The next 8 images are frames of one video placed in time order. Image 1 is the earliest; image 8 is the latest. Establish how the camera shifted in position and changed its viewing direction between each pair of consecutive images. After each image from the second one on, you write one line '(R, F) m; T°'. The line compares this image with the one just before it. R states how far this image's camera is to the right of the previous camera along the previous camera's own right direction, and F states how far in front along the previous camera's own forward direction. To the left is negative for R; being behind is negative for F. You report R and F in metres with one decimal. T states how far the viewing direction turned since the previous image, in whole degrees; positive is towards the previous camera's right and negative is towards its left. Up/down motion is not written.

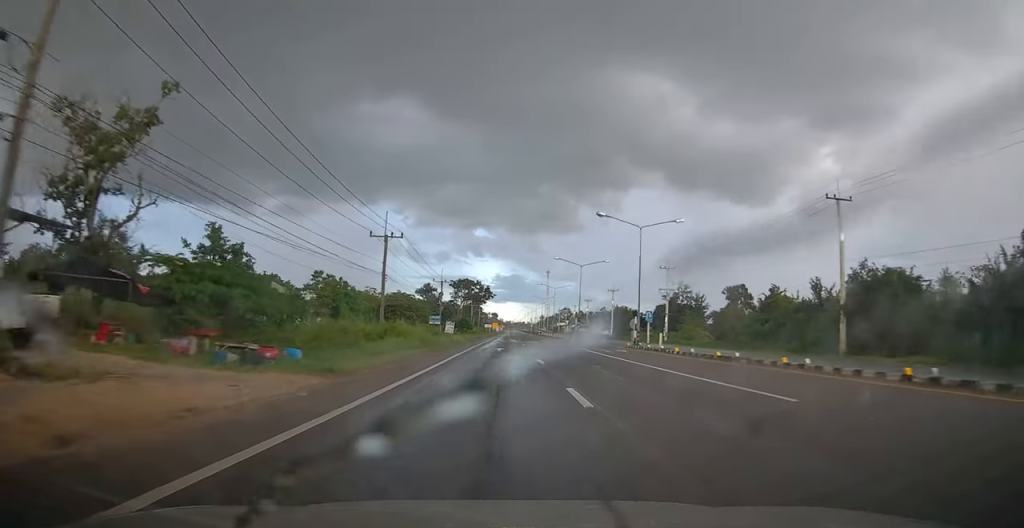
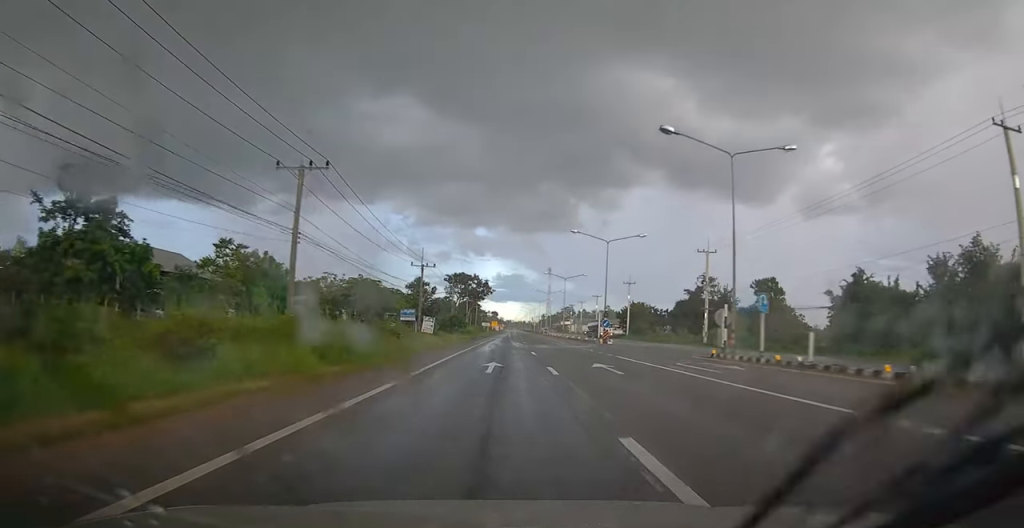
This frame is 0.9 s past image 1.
(+0.4, +17.8) m; 0°
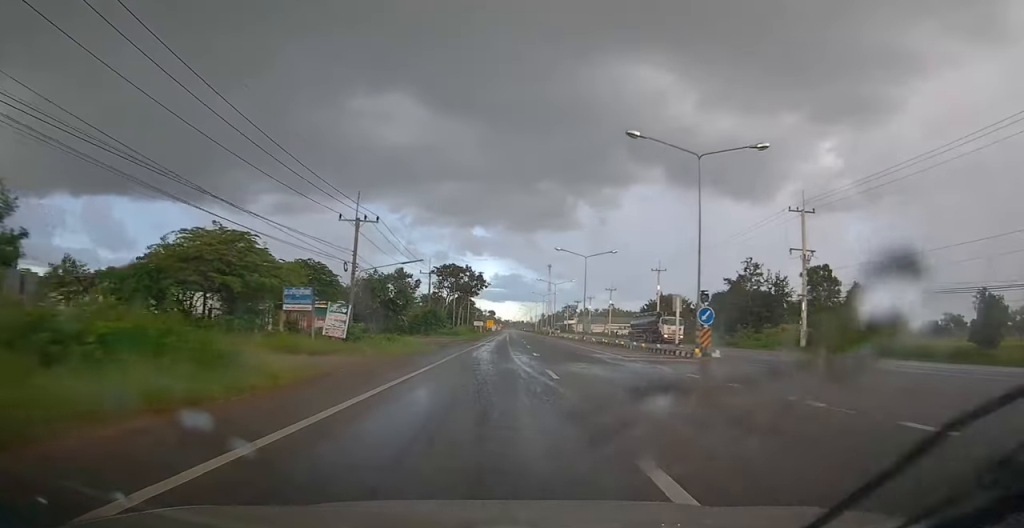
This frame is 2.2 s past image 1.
(-0.4, +24.9) m; -1°
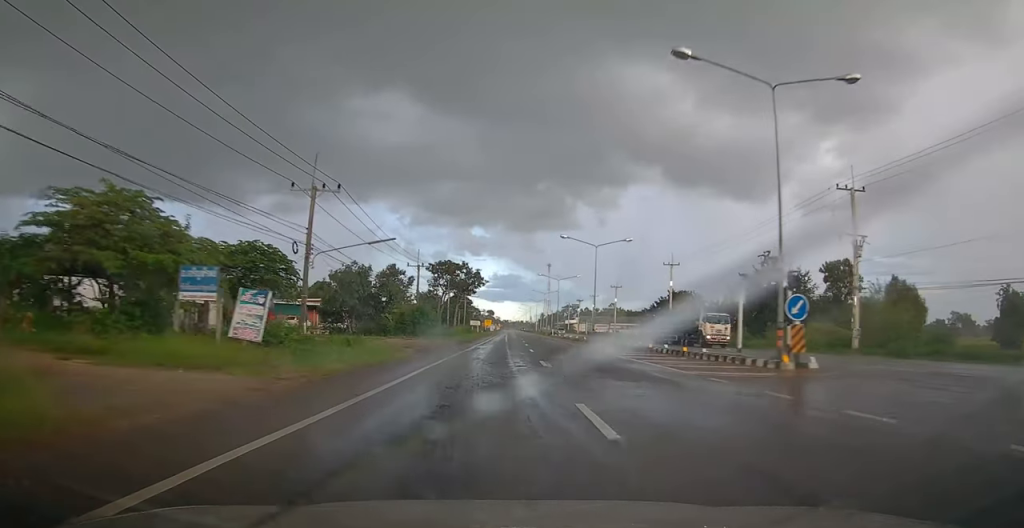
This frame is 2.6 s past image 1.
(0.0, +7.9) m; 0°
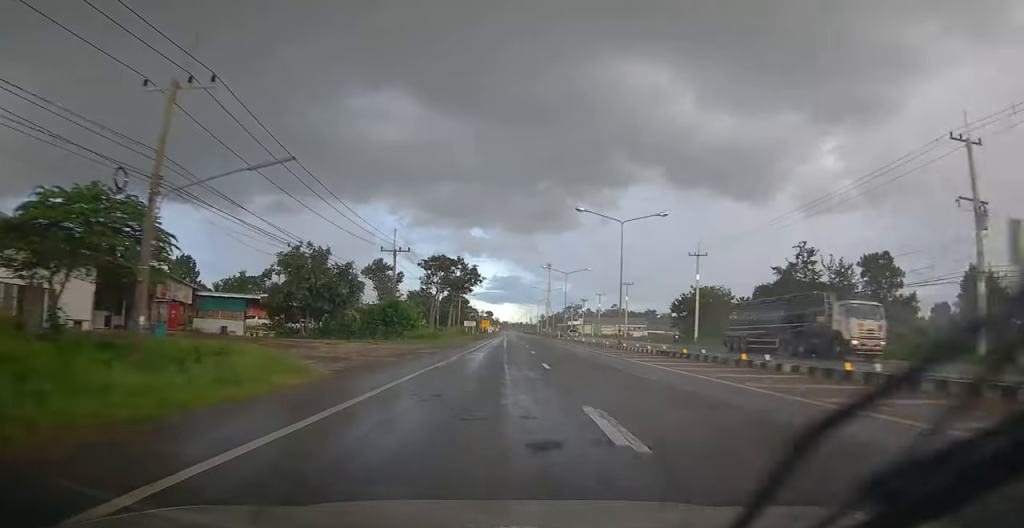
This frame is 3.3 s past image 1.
(0.0, +12.3) m; 0°
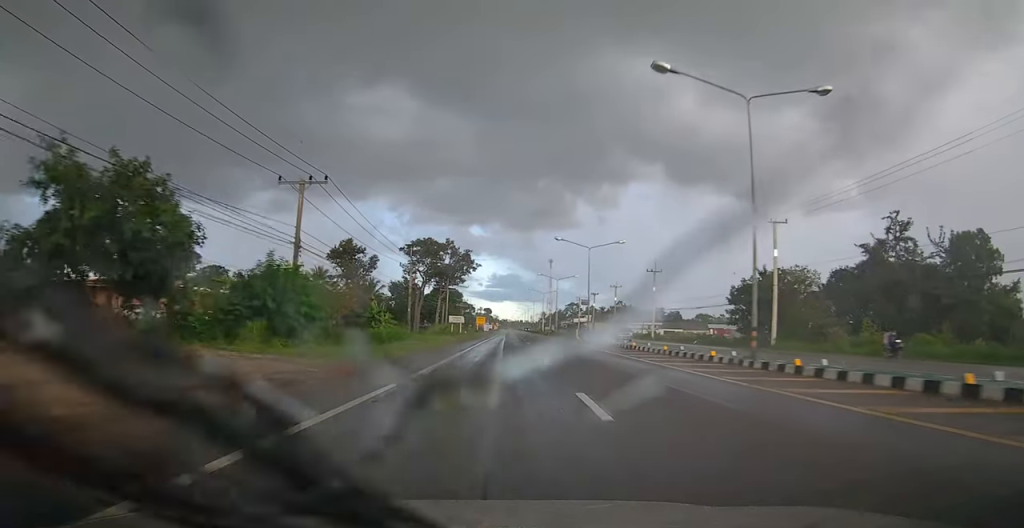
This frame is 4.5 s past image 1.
(+0.2, +22.4) m; +1°
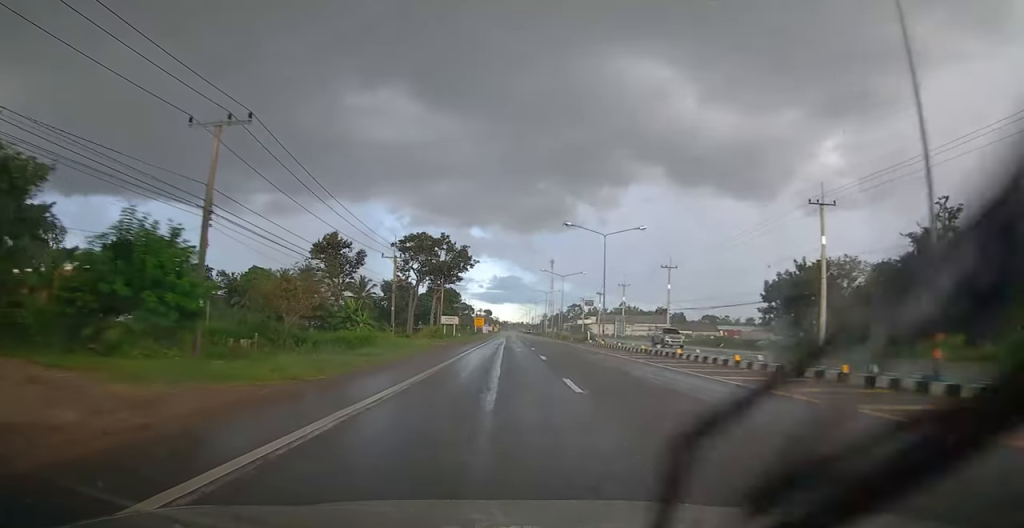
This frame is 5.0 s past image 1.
(0.0, +8.4) m; 0°
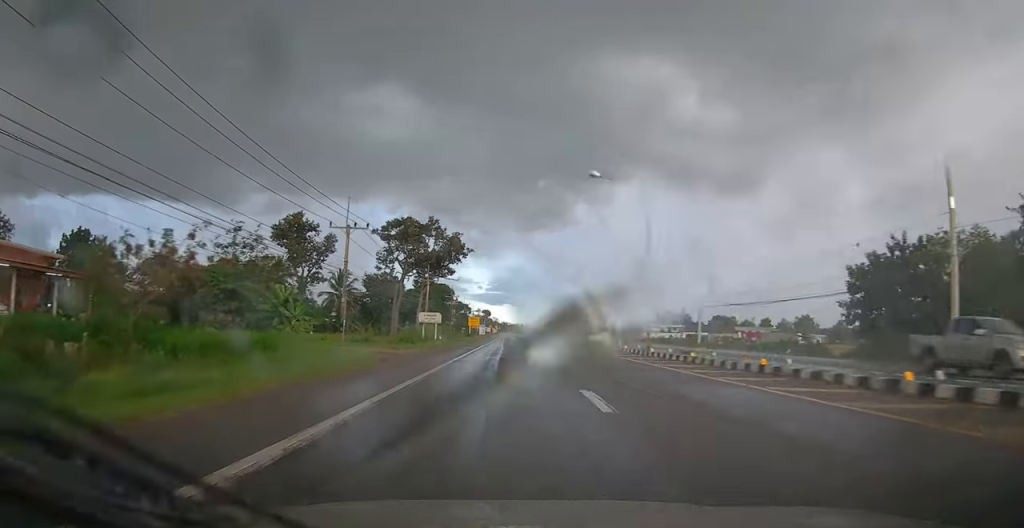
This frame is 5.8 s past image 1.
(0.0, +14.6) m; 0°
